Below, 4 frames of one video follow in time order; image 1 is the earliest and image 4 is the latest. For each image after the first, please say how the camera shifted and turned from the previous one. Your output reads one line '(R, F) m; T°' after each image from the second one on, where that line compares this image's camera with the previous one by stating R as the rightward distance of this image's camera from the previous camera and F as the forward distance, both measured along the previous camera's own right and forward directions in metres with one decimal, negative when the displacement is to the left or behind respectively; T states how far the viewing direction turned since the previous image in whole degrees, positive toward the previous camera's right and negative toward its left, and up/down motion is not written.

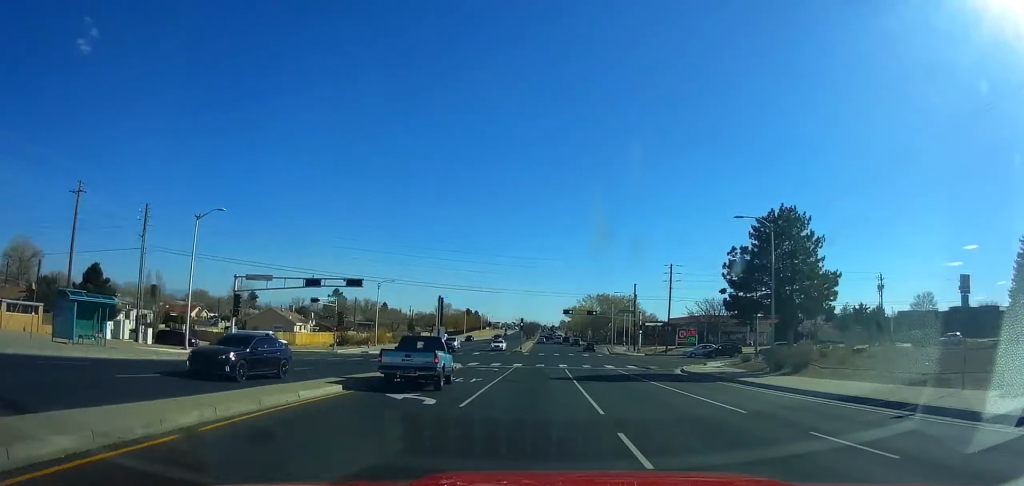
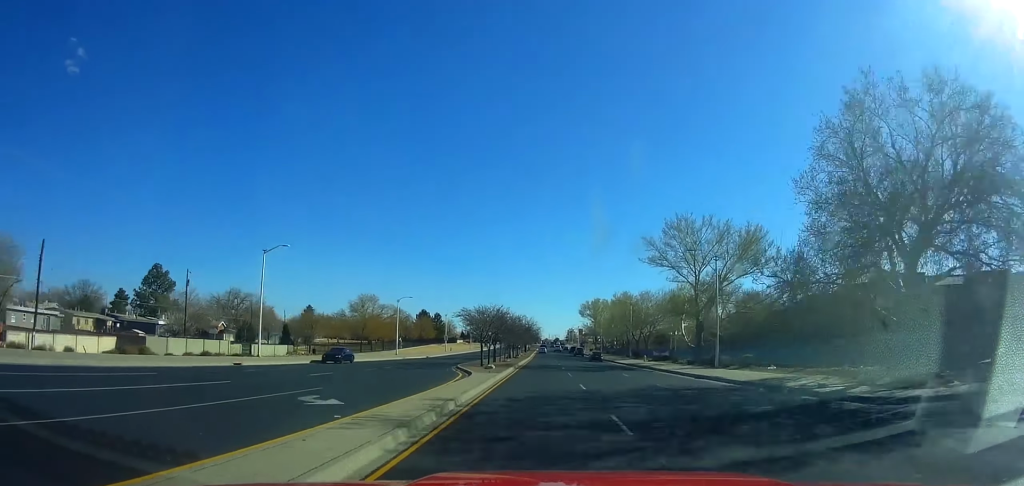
(+0.6, +126.7) m; +1°
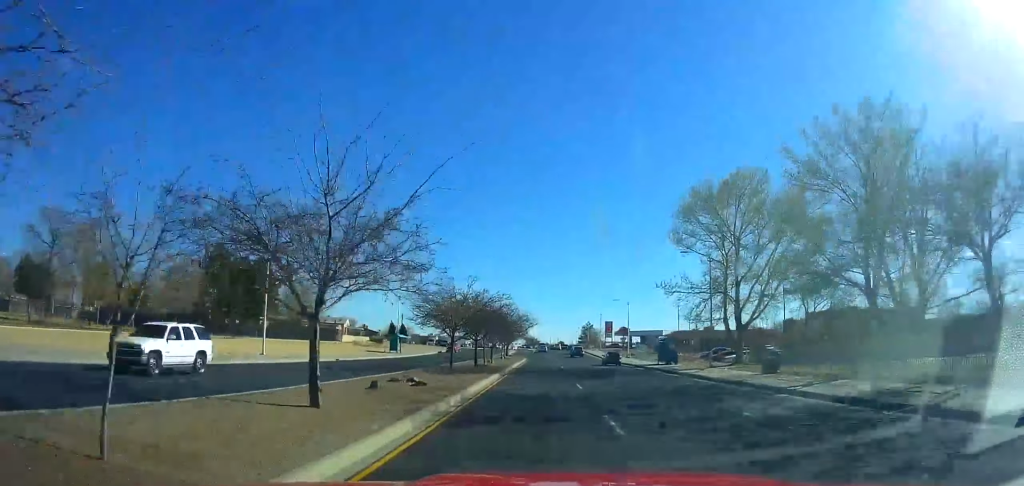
(-0.6, +133.4) m; -1°
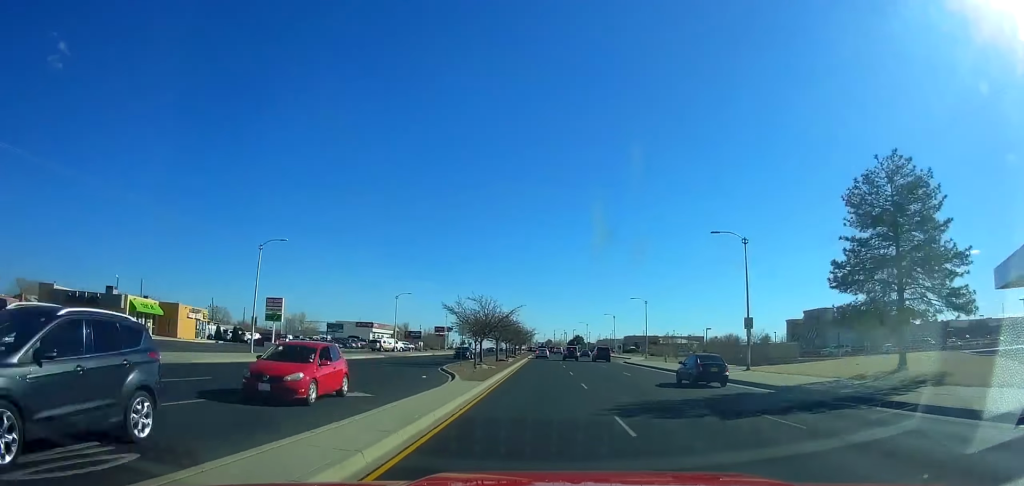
(+0.2, +179.3) m; +1°
